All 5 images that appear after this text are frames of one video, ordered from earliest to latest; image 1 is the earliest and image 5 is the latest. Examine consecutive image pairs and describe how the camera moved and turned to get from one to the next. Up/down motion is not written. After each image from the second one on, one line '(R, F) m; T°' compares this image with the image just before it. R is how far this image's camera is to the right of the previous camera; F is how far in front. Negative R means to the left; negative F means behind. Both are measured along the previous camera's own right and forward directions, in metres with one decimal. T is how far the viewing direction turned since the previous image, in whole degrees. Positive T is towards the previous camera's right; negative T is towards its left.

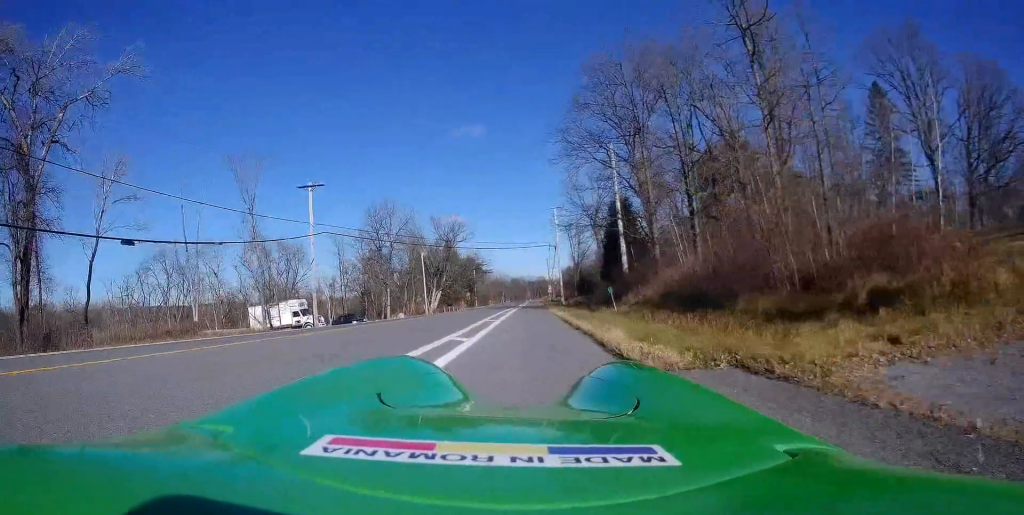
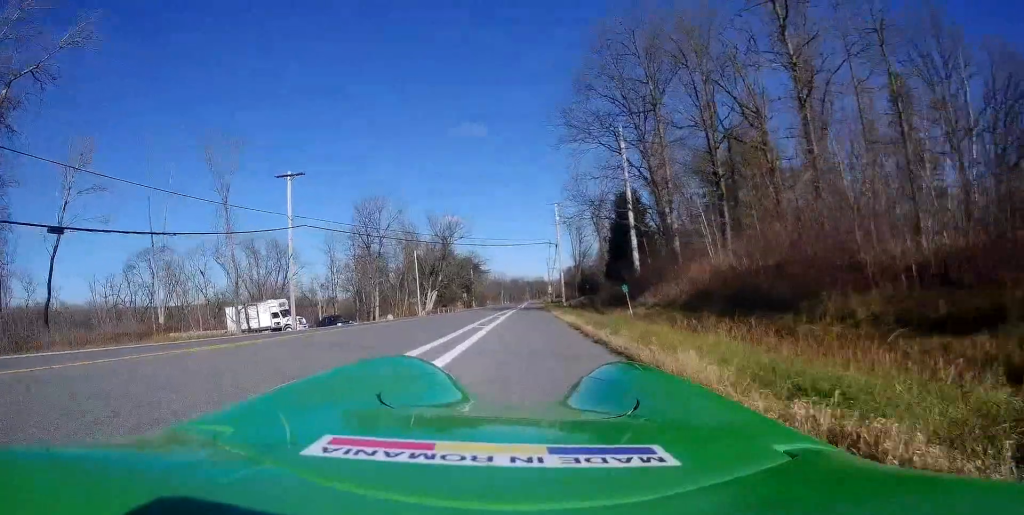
(0.0, +4.4) m; 0°
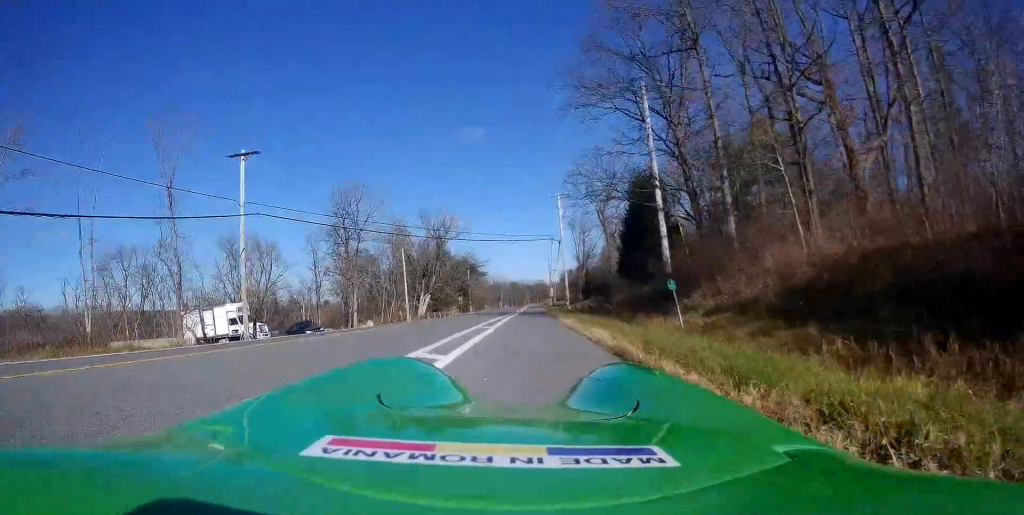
(+0.1, +7.8) m; +3°
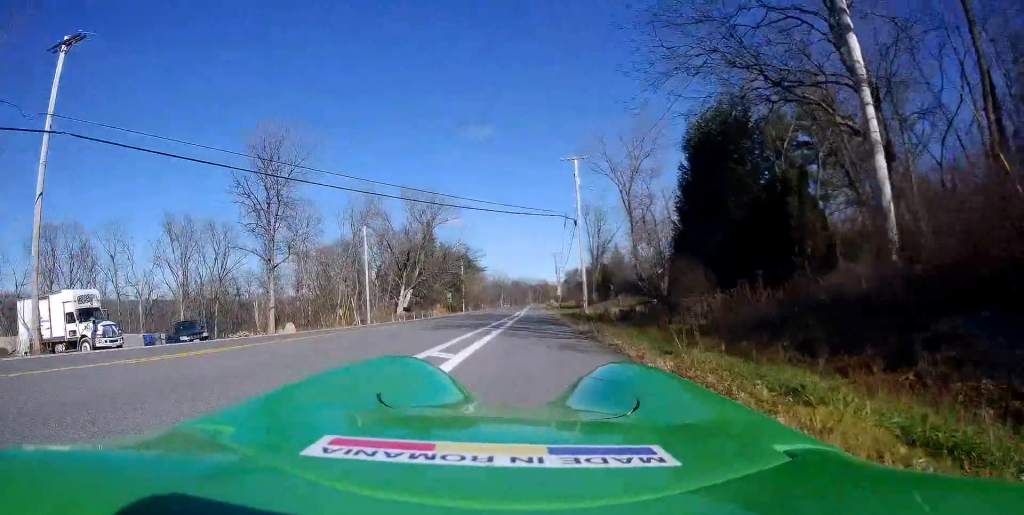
(+0.8, +17.7) m; +2°
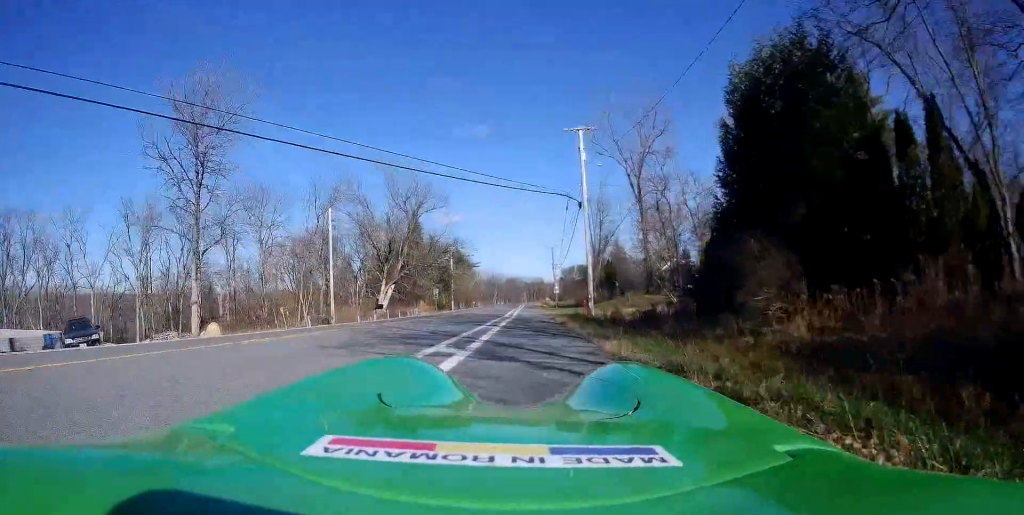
(-0.1, +8.2) m; -1°
